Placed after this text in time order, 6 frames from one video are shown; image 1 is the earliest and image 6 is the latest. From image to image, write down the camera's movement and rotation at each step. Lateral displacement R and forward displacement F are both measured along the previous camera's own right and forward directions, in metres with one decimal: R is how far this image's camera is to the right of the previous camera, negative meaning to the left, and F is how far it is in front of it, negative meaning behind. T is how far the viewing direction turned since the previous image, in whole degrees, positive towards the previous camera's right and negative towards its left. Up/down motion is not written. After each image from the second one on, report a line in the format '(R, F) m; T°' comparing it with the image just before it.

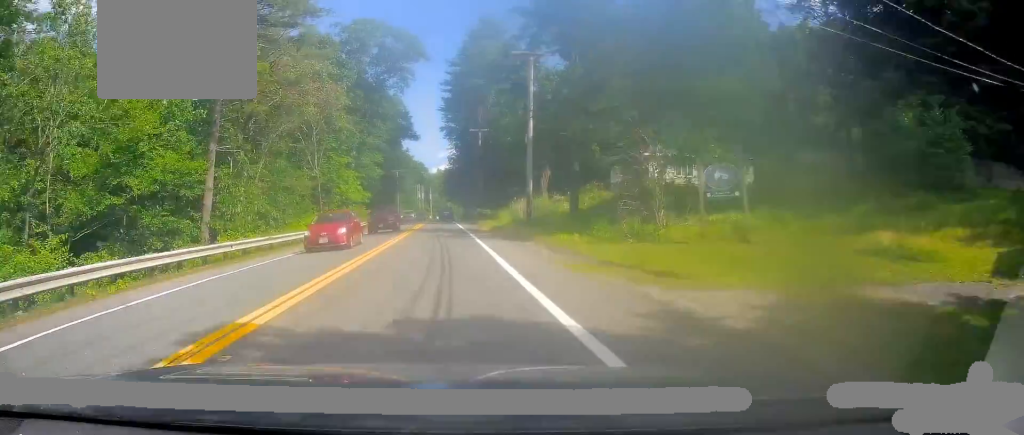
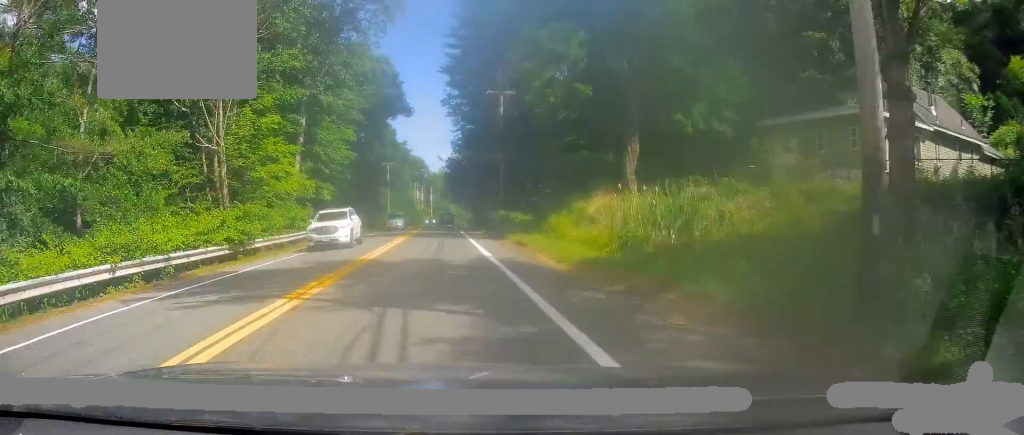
(+0.3, +26.4) m; +1°
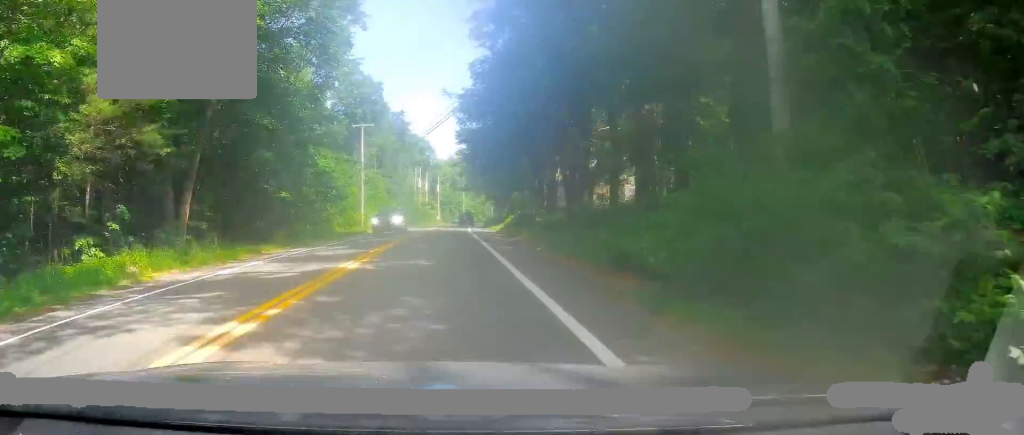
(-0.4, +42.0) m; -2°
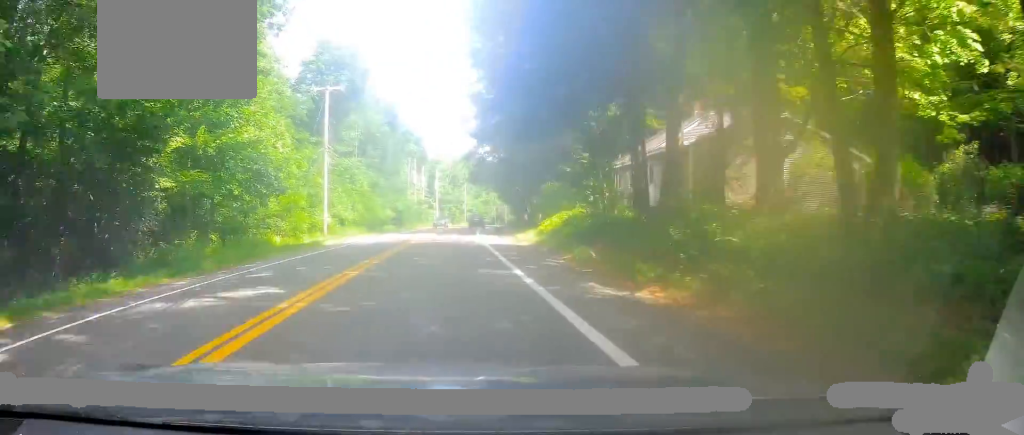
(-0.3, +19.5) m; 0°
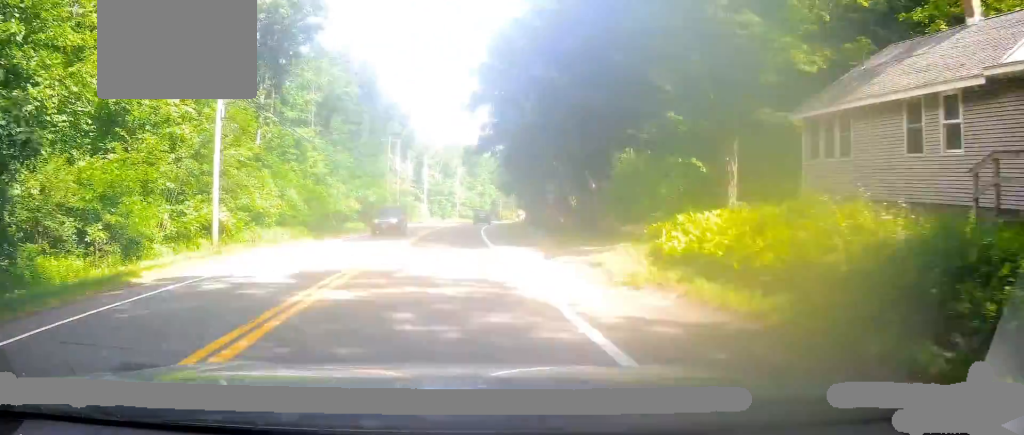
(+0.2, +20.5) m; +1°
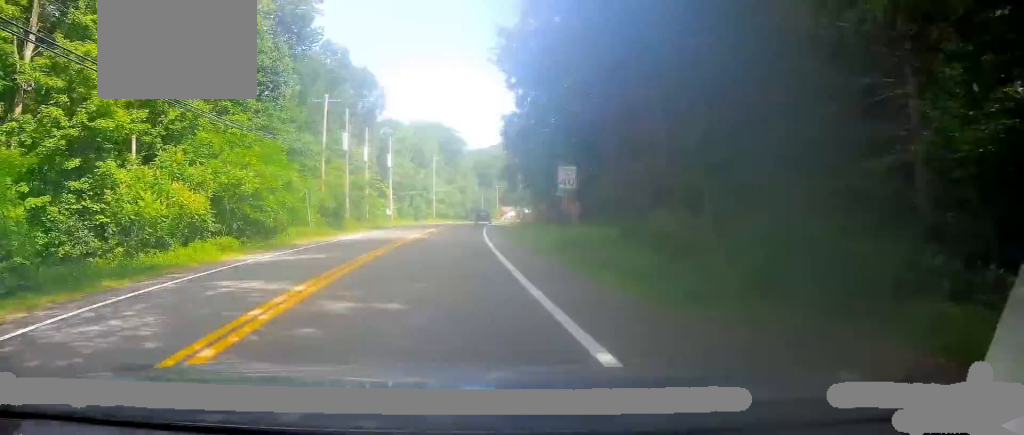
(+0.5, +27.7) m; +3°
